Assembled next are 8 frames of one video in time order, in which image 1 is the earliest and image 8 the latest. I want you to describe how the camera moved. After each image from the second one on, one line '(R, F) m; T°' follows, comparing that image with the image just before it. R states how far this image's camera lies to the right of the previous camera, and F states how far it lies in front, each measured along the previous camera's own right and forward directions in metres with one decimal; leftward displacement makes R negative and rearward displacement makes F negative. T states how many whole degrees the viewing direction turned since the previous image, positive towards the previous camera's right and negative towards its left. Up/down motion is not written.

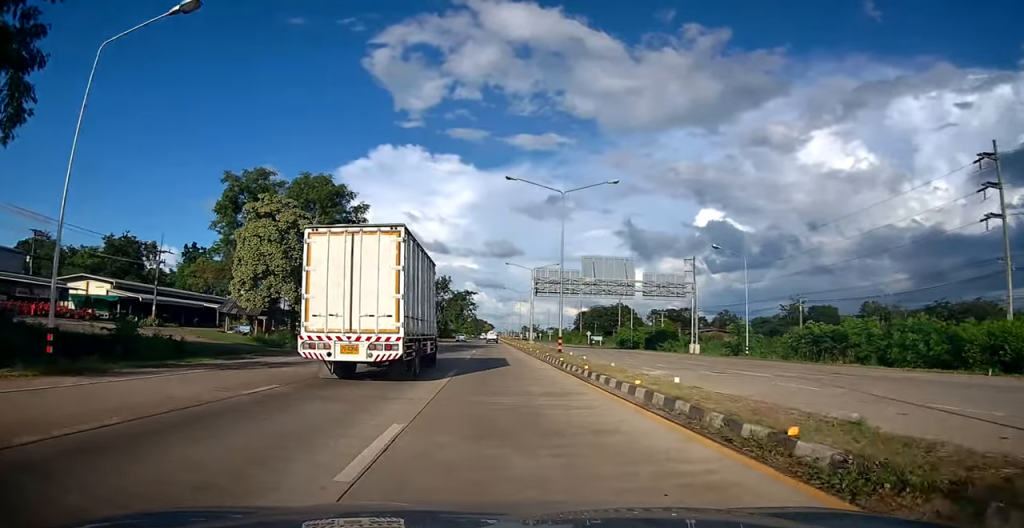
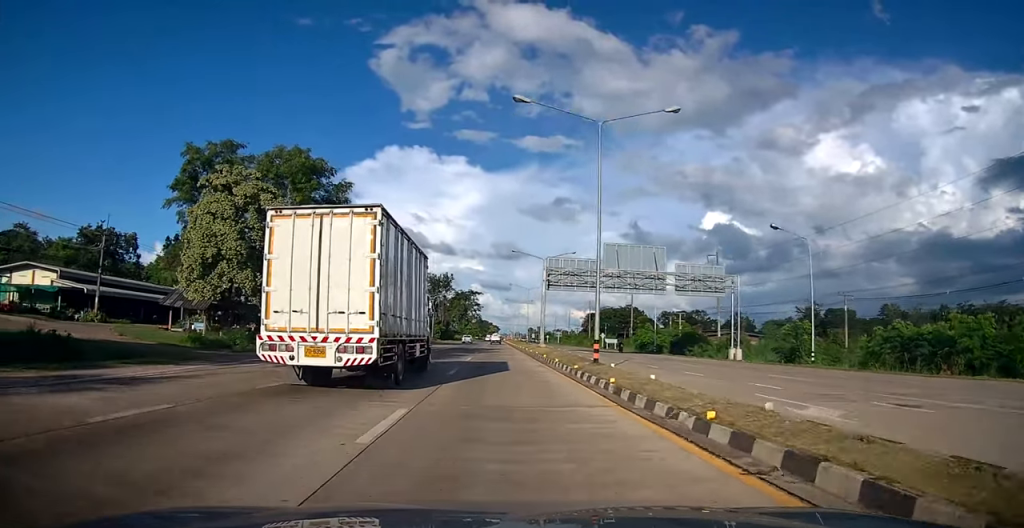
(0.0, +9.8) m; 0°
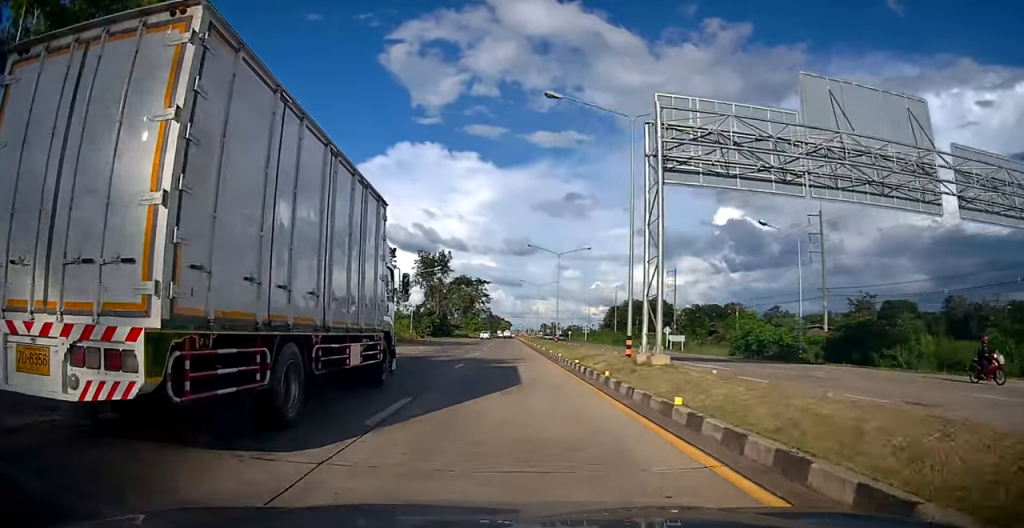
(-0.9, +33.8) m; -3°
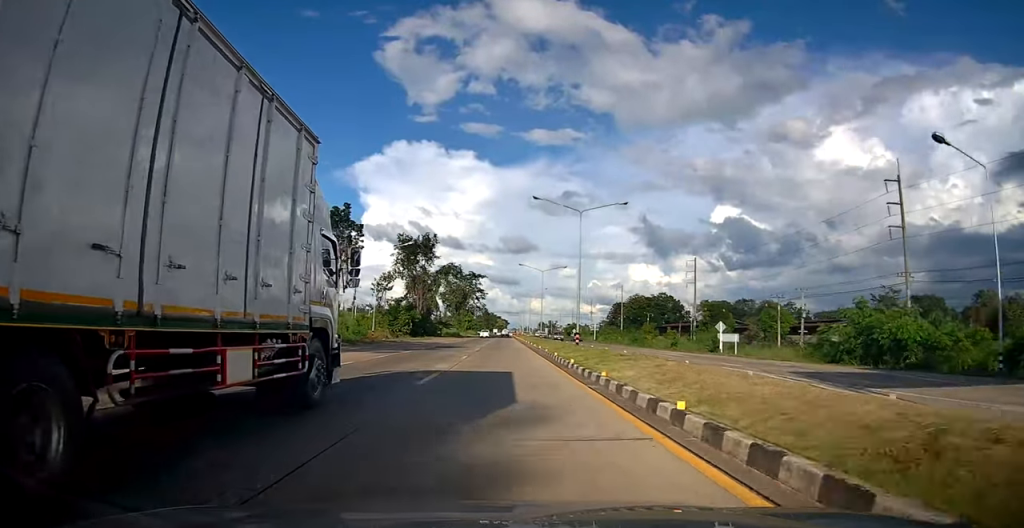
(-0.2, +17.9) m; +1°
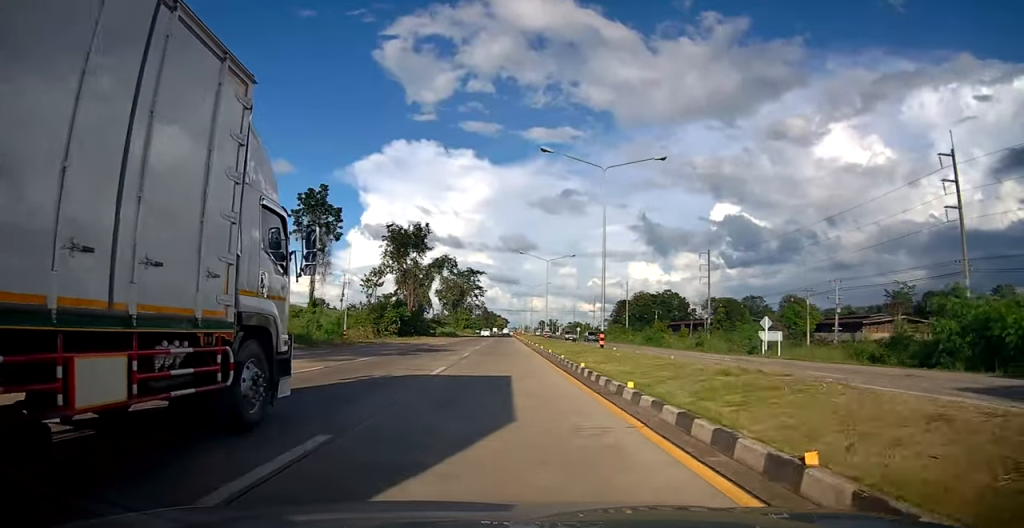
(+0.2, +9.0) m; 0°
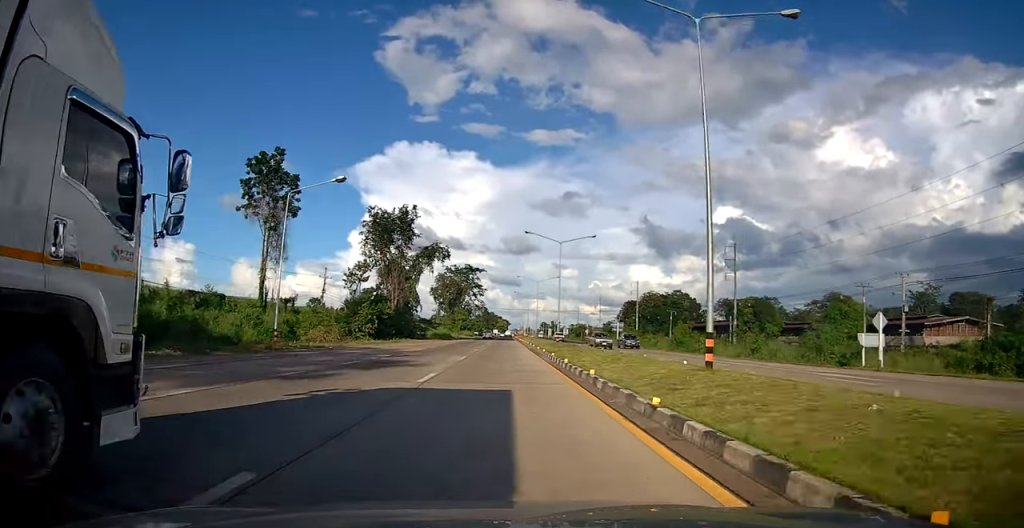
(+0.1, +13.2) m; -1°
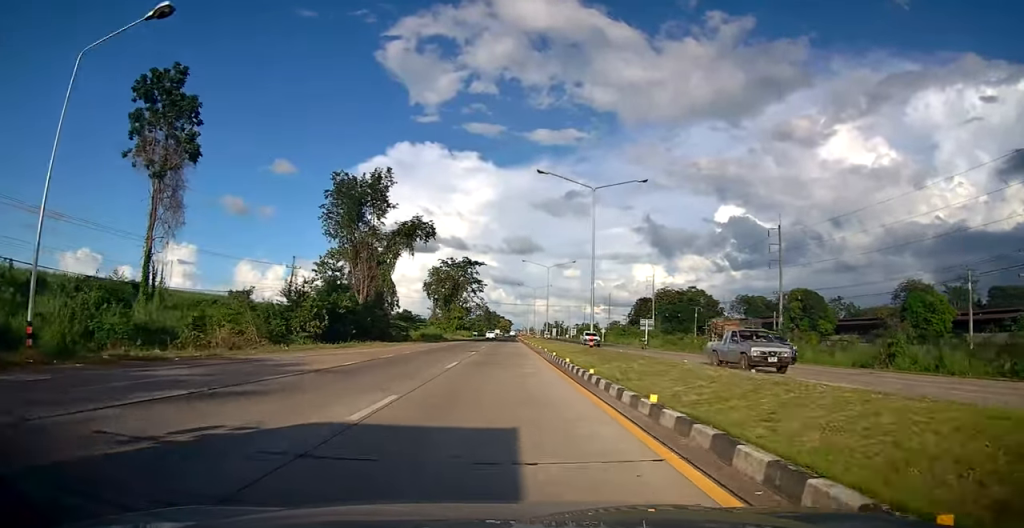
(-0.5, +17.2) m; -1°
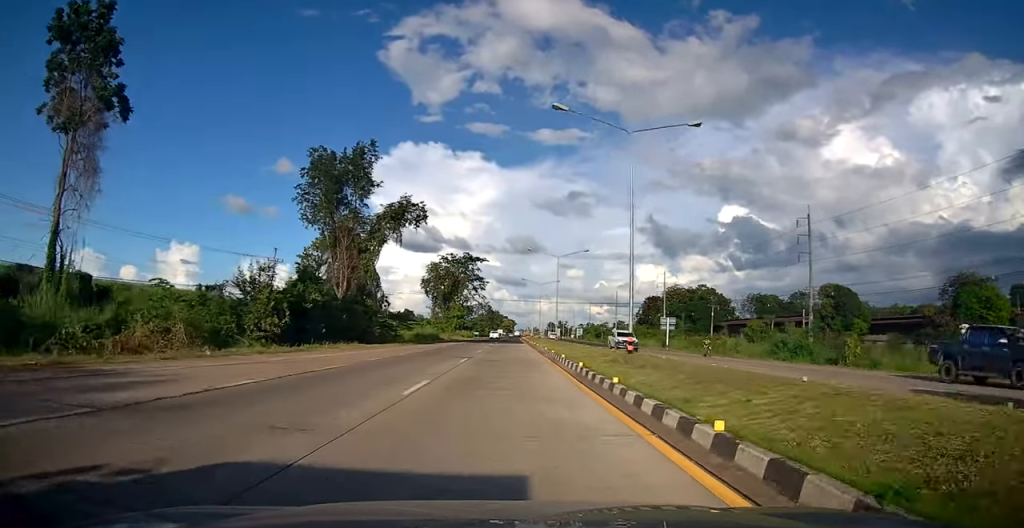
(+0.1, +8.5) m; 0°
